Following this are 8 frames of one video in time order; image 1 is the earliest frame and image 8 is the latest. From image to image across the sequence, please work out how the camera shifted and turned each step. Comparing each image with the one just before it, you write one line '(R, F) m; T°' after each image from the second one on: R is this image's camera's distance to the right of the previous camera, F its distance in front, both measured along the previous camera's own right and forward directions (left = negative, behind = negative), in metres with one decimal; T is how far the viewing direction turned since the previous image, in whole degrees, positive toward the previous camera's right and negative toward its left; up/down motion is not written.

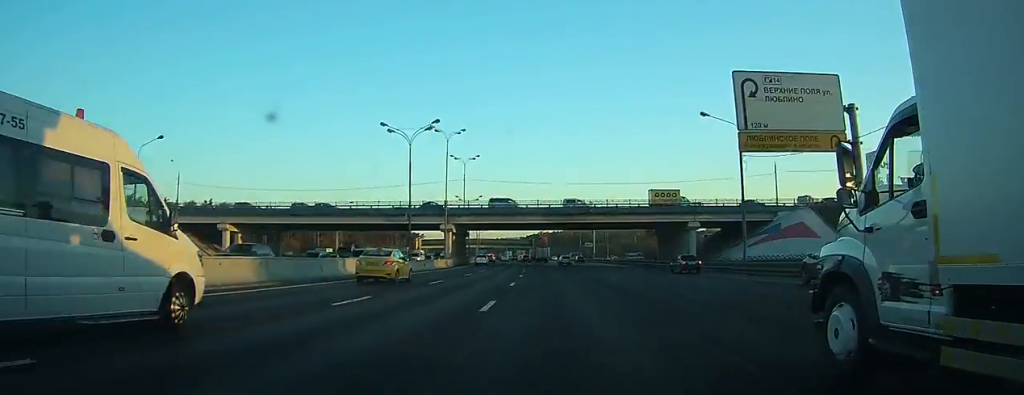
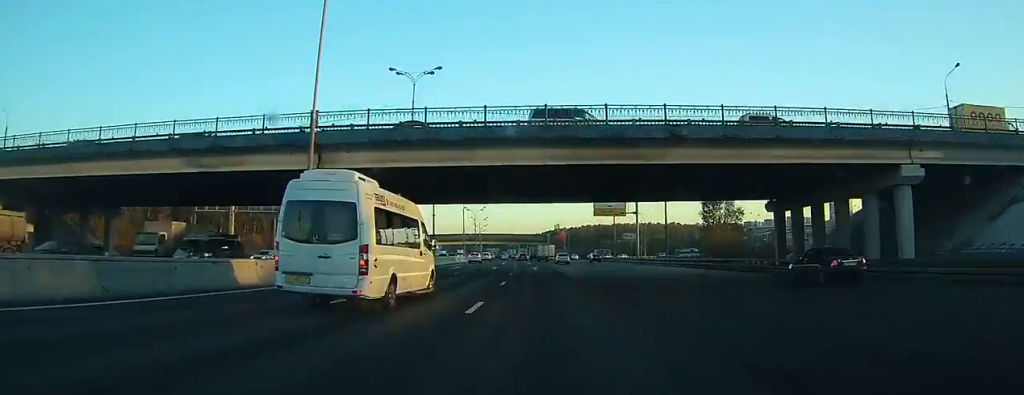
(-0.3, +52.2) m; -1°
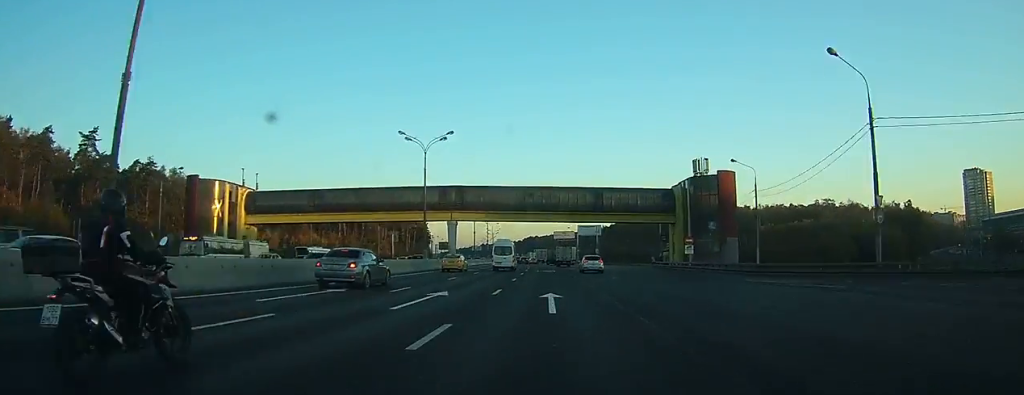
(-8.9, +177.2) m; -6°
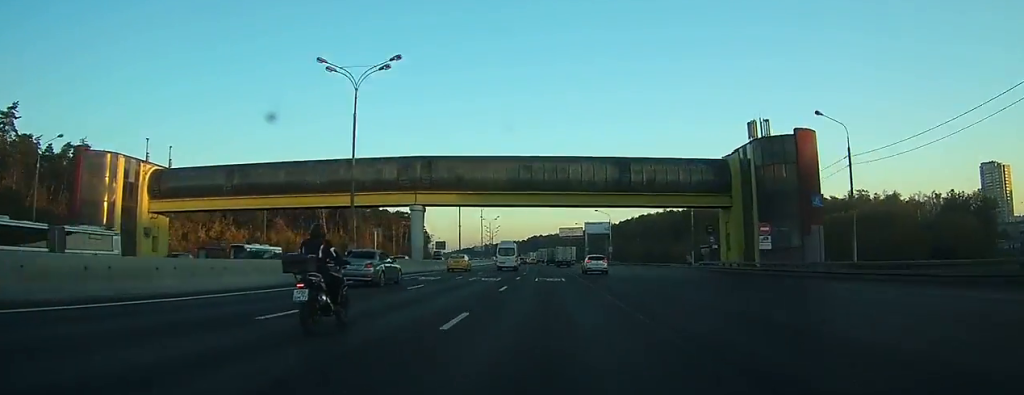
(-0.1, +21.3) m; -1°
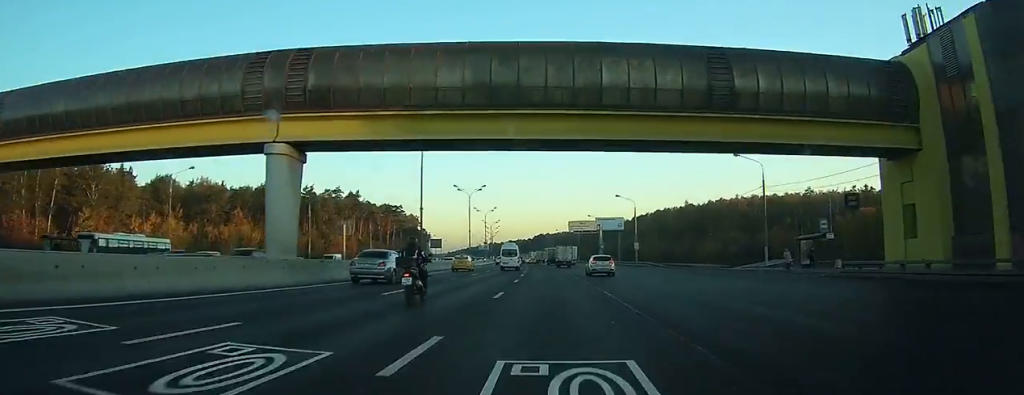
(-0.2, +27.9) m; -1°
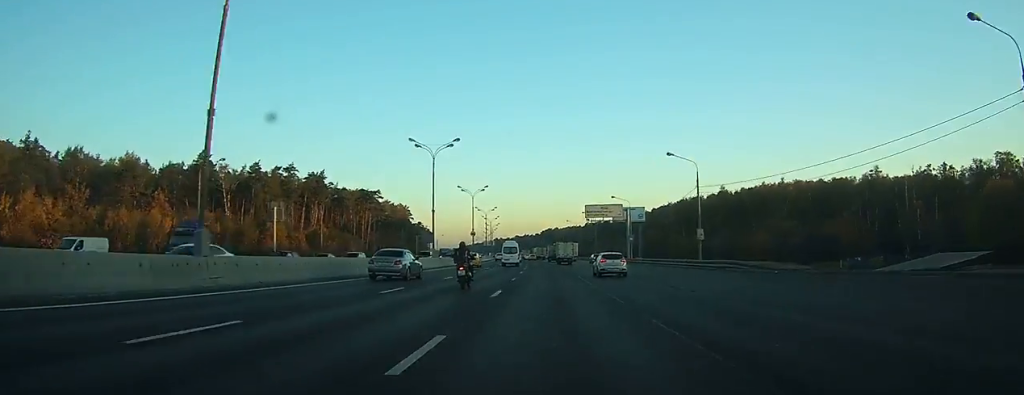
(-0.3, +36.4) m; -1°
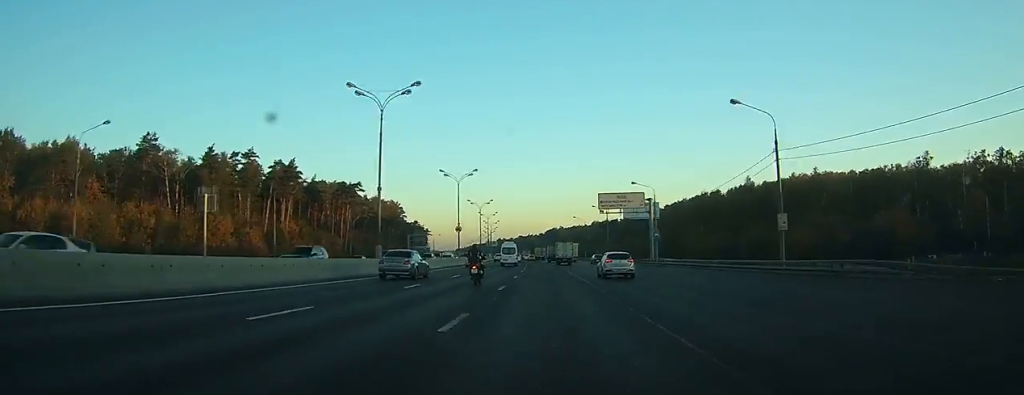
(0.0, +20.8) m; 0°
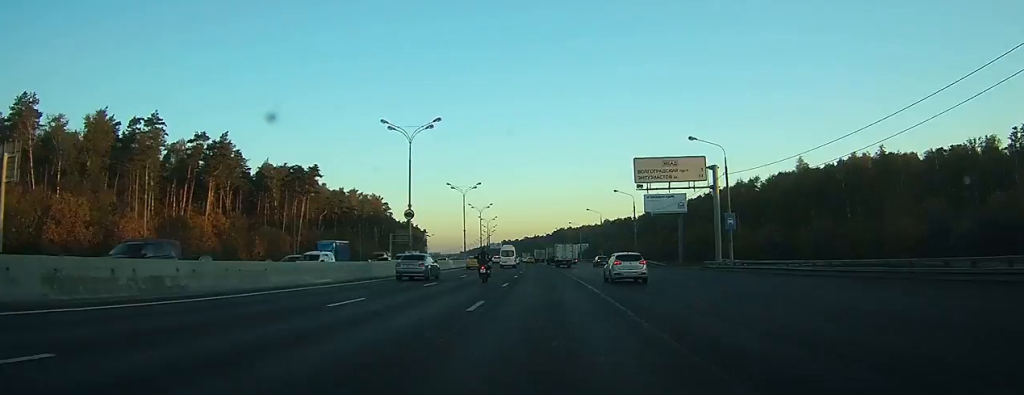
(-0.3, +33.1) m; -1°
